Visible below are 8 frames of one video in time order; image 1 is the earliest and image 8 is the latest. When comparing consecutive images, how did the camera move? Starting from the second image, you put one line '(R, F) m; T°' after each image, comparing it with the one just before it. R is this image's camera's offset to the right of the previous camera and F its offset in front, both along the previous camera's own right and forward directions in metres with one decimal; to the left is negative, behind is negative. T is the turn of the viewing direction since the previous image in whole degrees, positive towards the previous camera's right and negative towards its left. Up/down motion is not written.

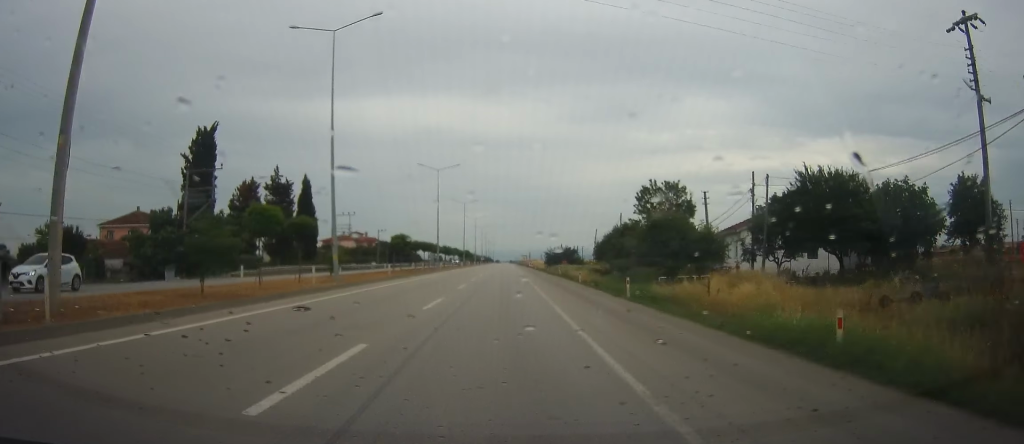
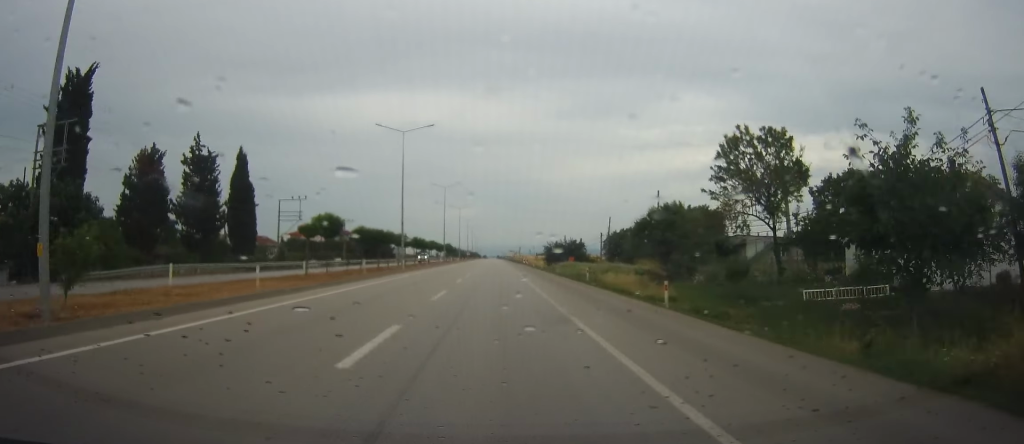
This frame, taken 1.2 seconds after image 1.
(+0.4, +20.3) m; +1°
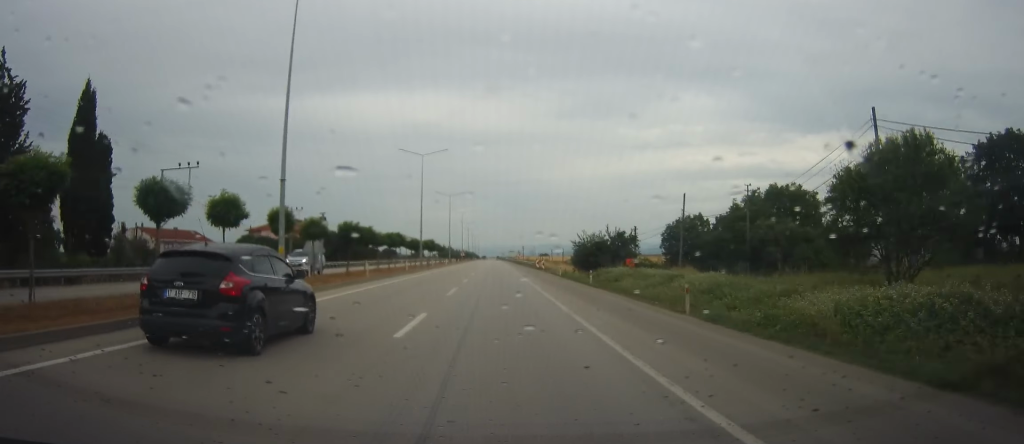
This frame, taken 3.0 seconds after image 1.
(+0.3, +31.2) m; 0°
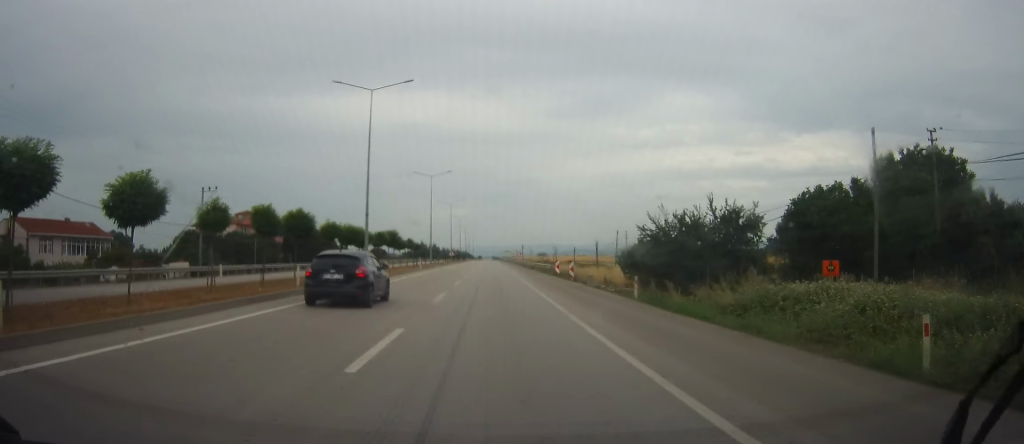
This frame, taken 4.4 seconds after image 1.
(-0.5, +26.3) m; 0°
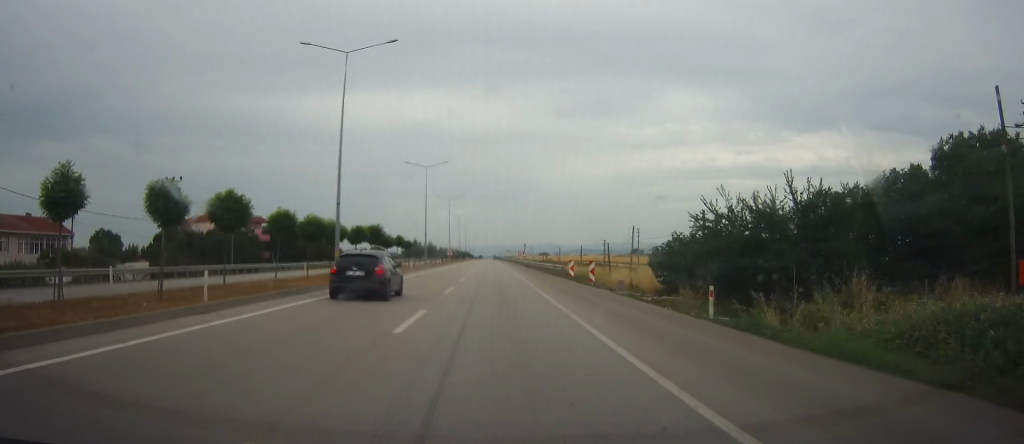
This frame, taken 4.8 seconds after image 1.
(+0.4, +7.7) m; +1°
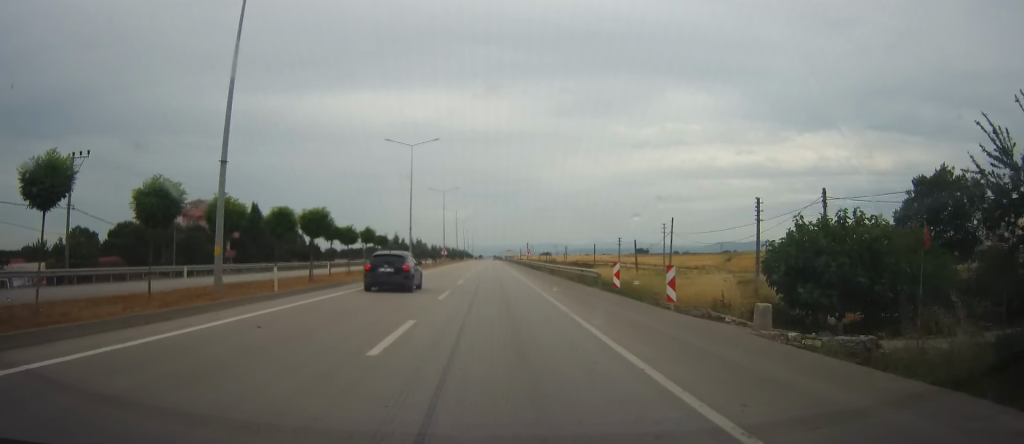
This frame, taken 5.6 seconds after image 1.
(+0.4, +14.4) m; +1°
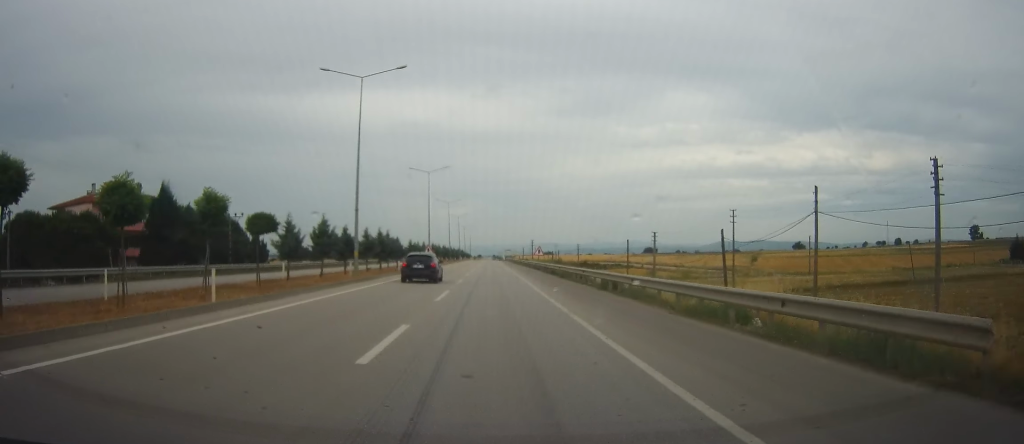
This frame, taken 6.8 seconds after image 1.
(-0.4, +23.8) m; -1°
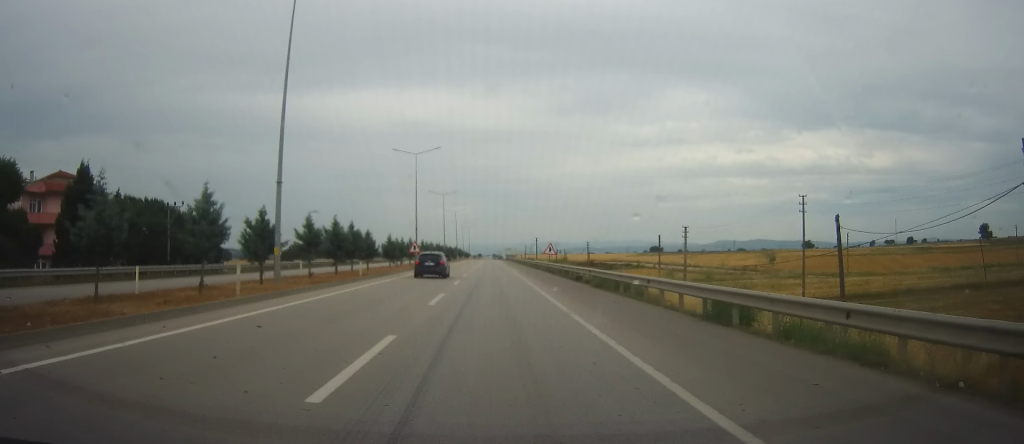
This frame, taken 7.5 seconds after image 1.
(-0.1, +14.4) m; 0°
